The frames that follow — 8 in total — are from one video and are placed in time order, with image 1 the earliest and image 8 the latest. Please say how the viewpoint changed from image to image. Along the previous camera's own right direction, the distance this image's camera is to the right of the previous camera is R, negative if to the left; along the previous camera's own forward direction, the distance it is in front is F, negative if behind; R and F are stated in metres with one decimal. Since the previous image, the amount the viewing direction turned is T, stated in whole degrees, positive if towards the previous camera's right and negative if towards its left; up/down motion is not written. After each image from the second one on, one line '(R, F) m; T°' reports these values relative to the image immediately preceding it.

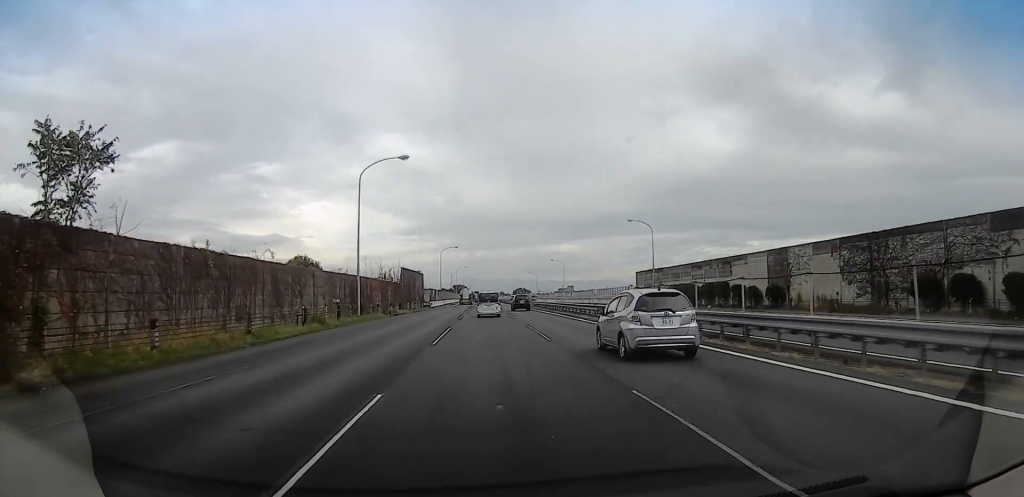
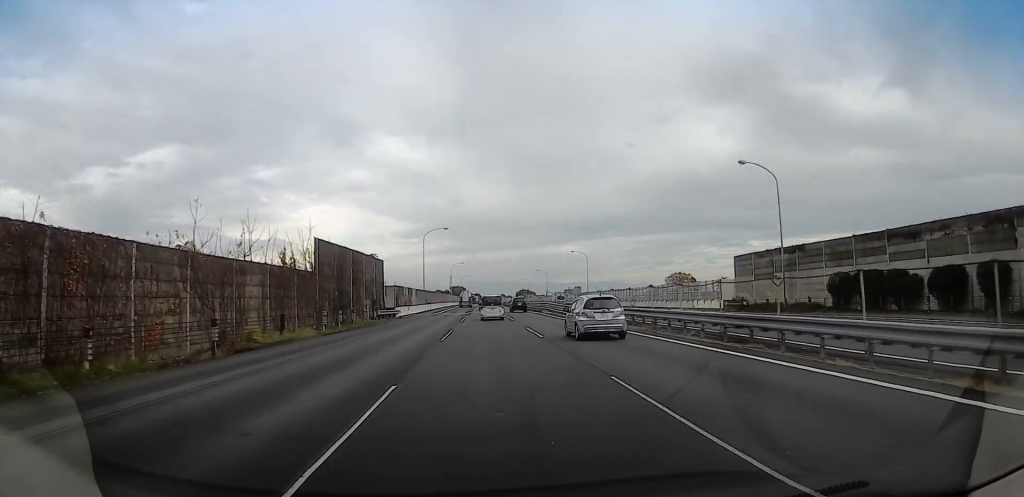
(+2.0, +38.3) m; +1°
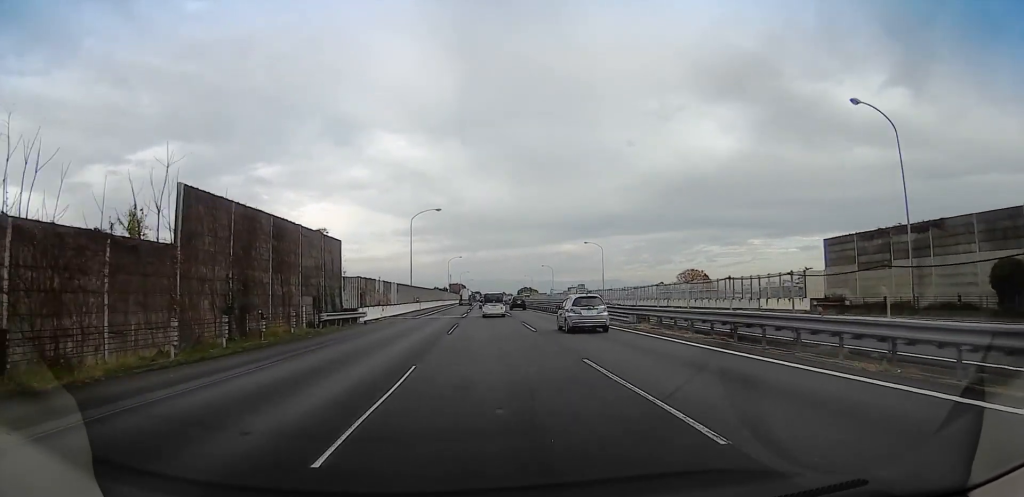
(-0.5, +17.2) m; -1°
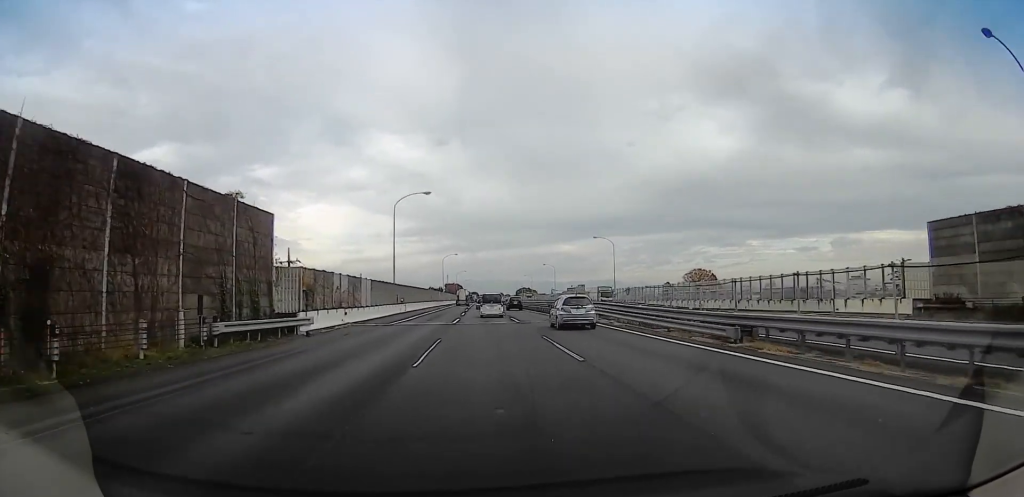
(-0.9, +12.3) m; 0°
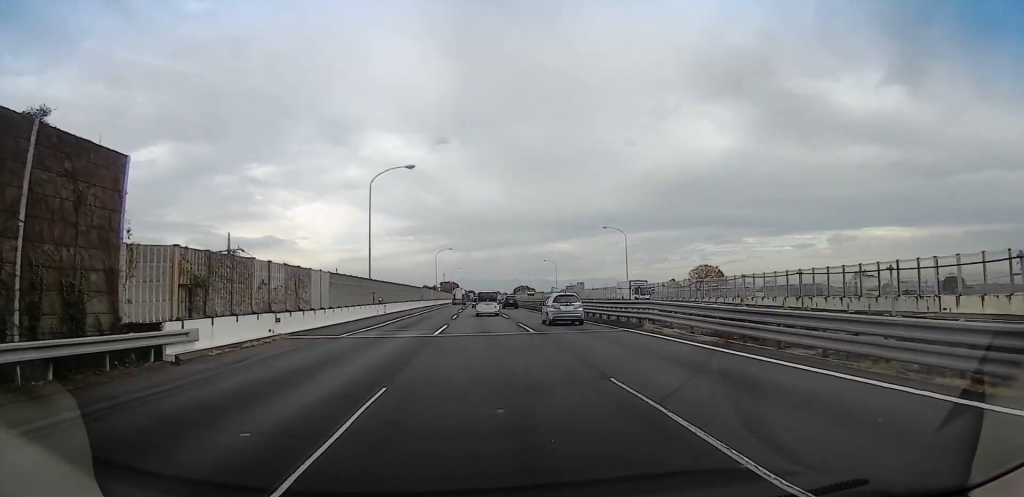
(+0.4, +11.4) m; +1°
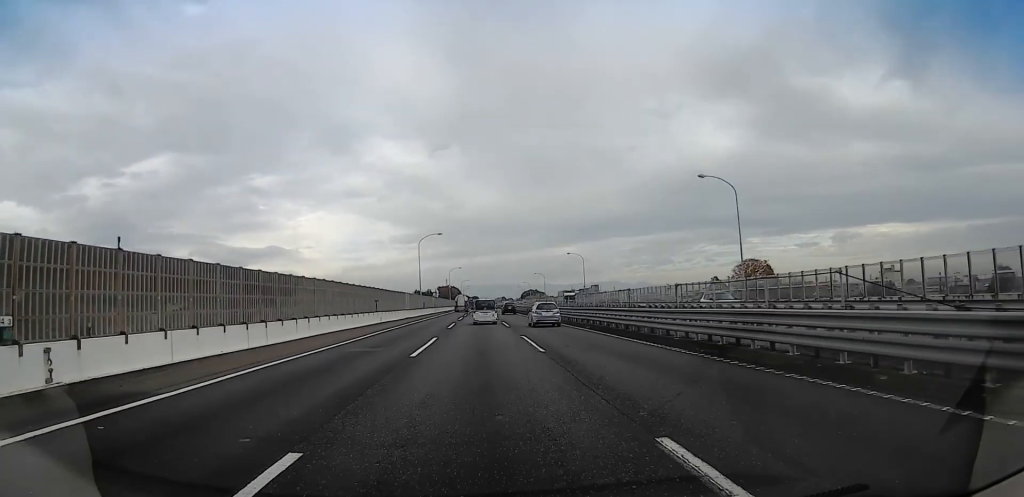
(+1.8, +42.1) m; +2°
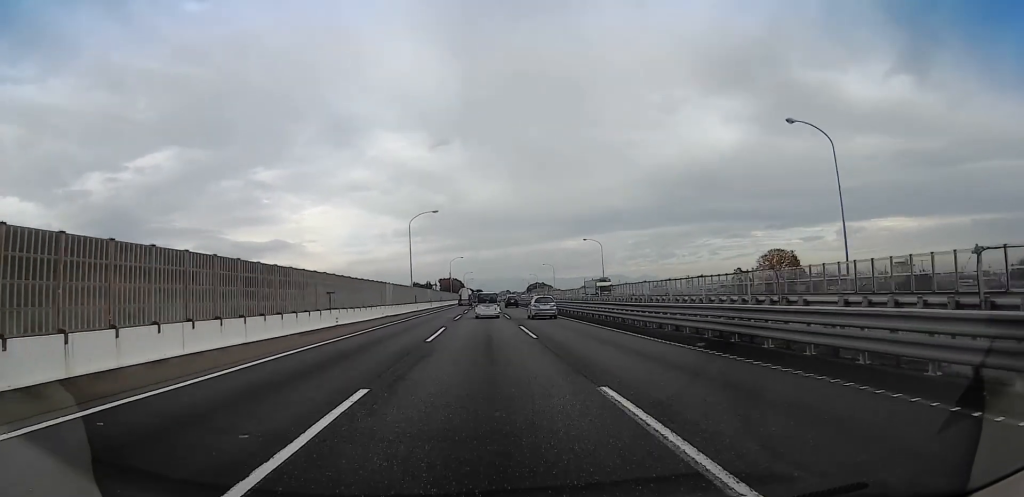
(+0.1, +17.0) m; -2°
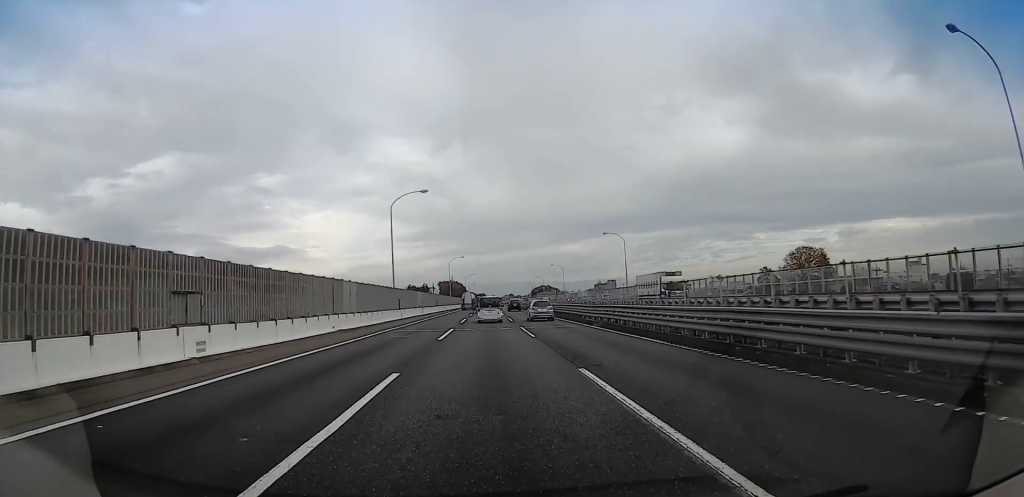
(-0.7, +17.6) m; -1°
